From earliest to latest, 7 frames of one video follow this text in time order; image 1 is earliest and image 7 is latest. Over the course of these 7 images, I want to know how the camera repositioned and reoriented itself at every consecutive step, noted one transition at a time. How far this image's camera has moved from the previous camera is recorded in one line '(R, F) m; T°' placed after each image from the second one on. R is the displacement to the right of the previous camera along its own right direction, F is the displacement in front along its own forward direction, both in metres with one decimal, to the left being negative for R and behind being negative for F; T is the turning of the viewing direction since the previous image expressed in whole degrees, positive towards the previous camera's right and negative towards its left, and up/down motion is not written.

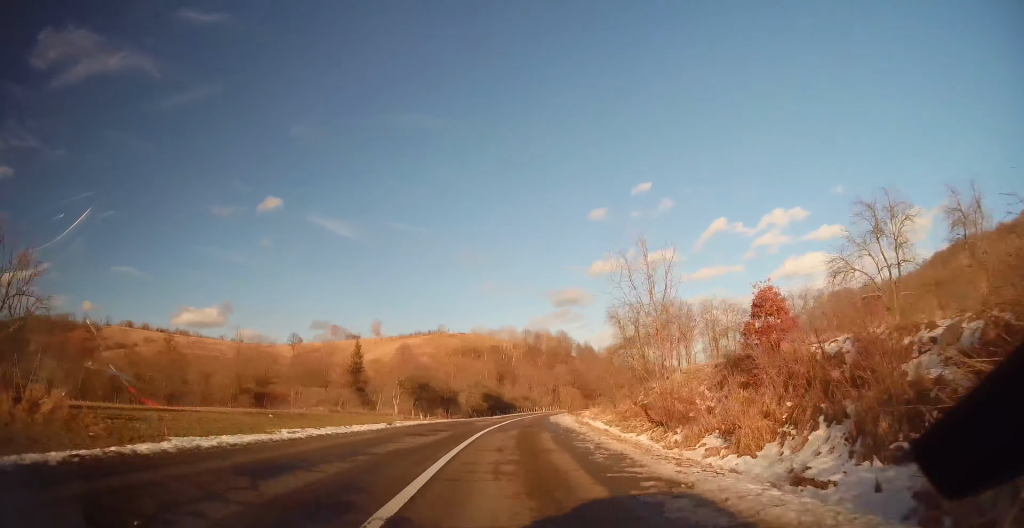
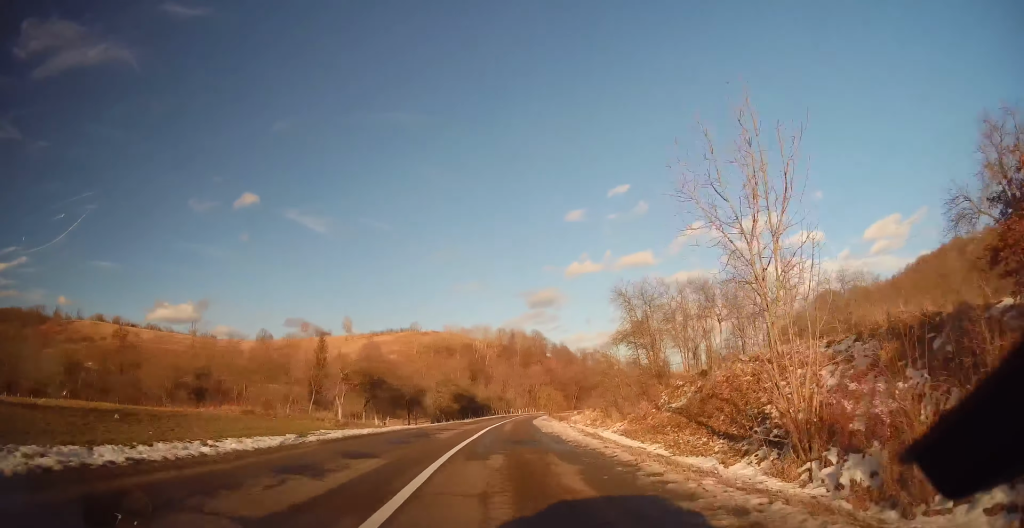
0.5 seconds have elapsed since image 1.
(+0.7, +9.6) m; +2°
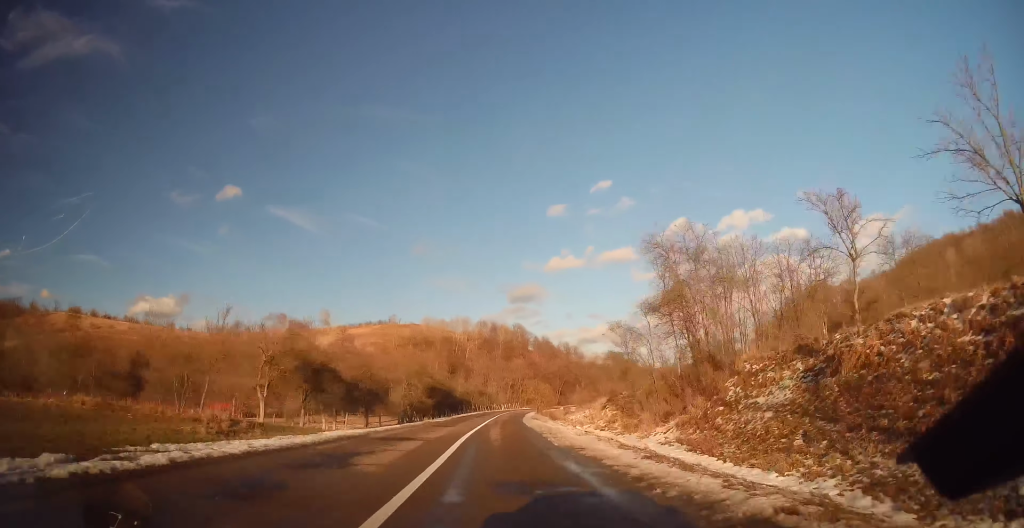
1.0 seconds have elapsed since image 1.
(+0.2, +9.7) m; +1°
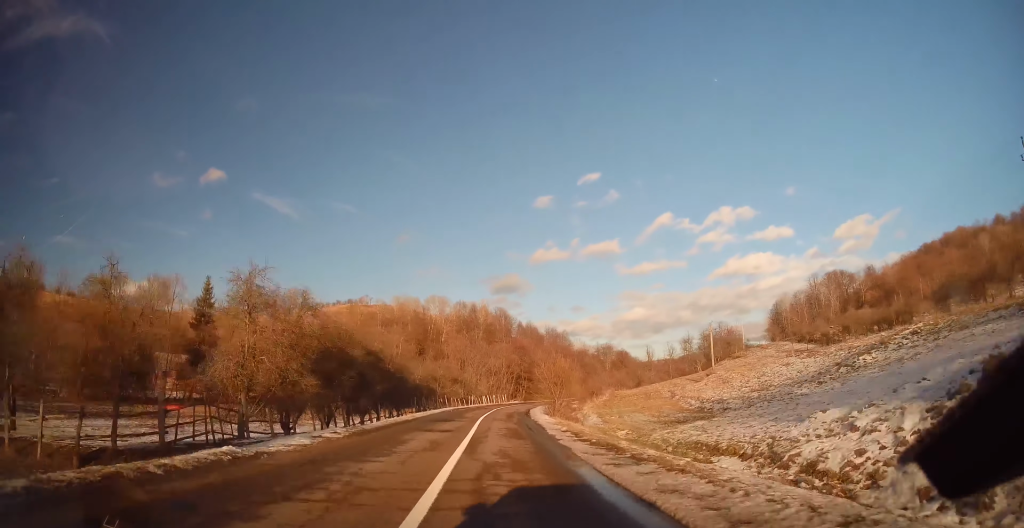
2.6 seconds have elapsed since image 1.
(+0.8, +31.9) m; +3°
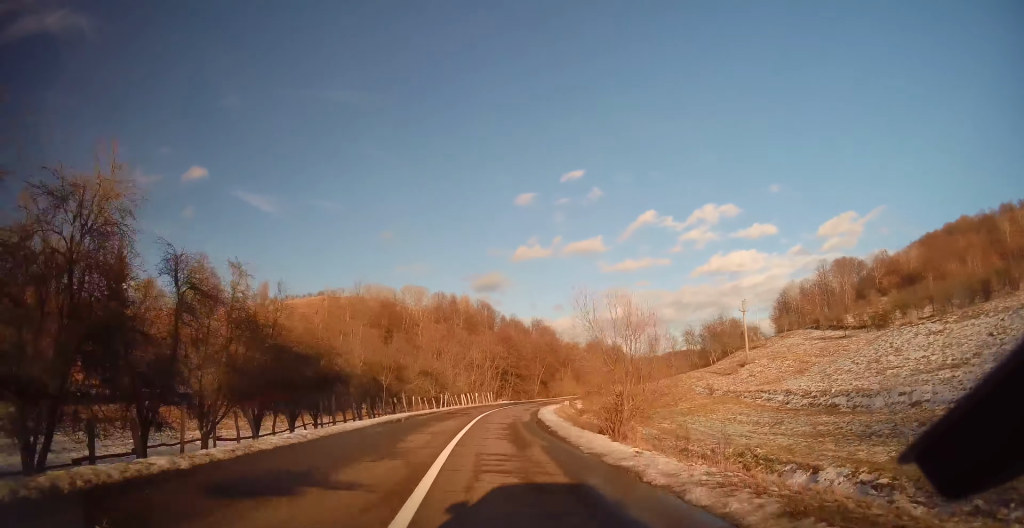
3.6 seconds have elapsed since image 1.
(+0.1, +21.3) m; +1°
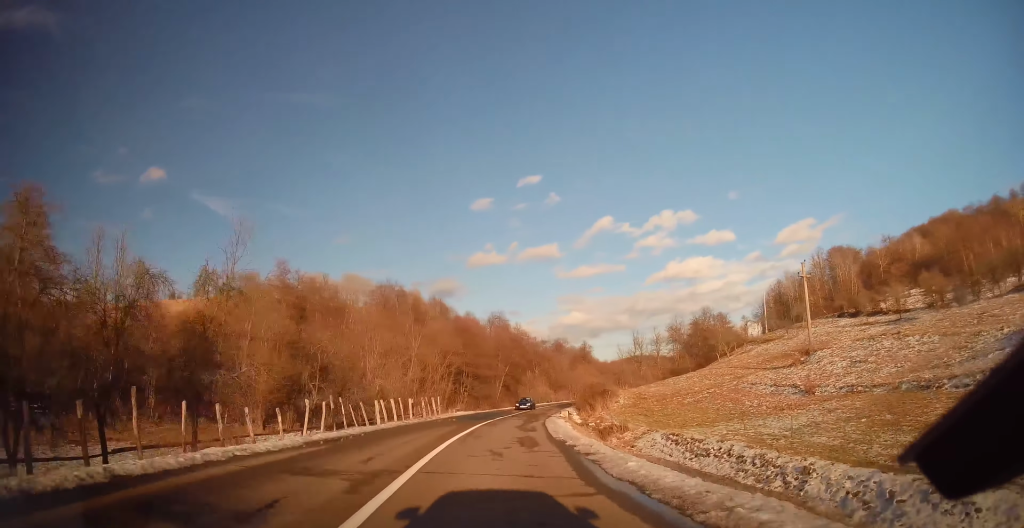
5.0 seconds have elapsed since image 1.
(+1.2, +28.7) m; +7°
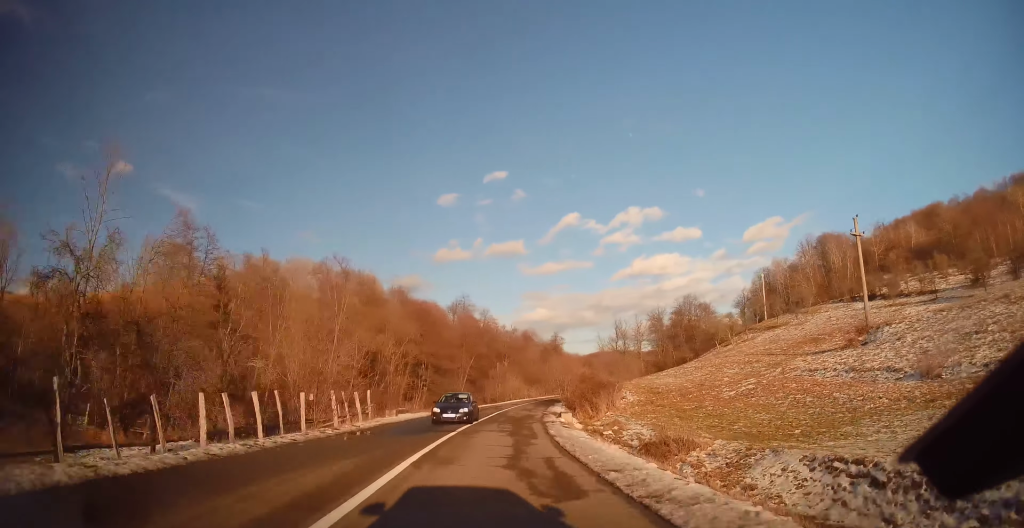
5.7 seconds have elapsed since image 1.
(+0.9, +15.6) m; +4°
